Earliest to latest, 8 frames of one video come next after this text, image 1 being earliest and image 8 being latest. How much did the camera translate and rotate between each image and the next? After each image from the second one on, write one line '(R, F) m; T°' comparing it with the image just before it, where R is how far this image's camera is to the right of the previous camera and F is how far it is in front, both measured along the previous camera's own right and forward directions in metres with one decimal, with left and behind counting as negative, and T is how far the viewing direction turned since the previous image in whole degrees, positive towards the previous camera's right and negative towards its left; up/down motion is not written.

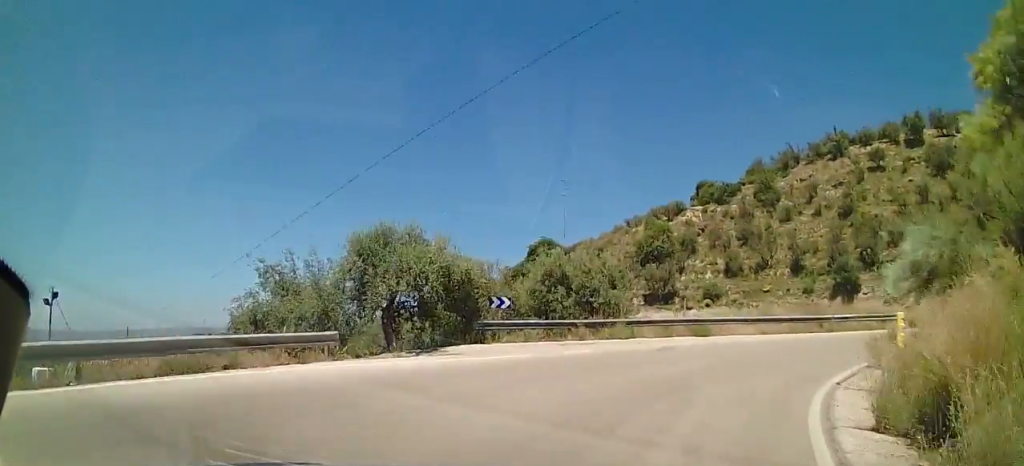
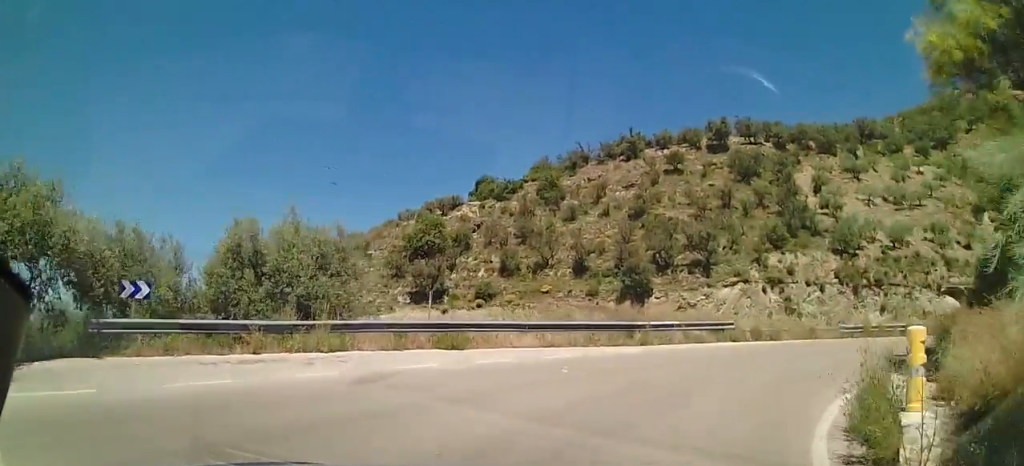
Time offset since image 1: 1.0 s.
(+1.6, +8.6) m; +16°
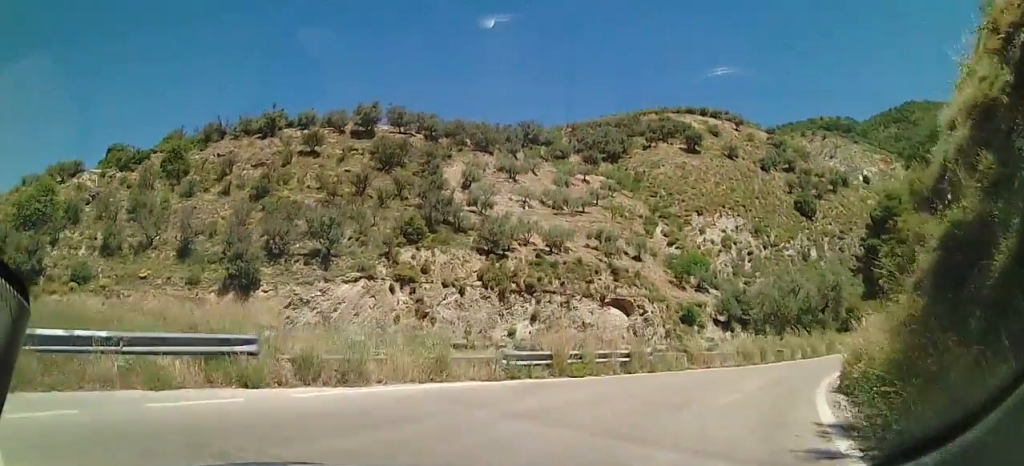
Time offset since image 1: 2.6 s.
(+3.1, +12.7) m; +30°
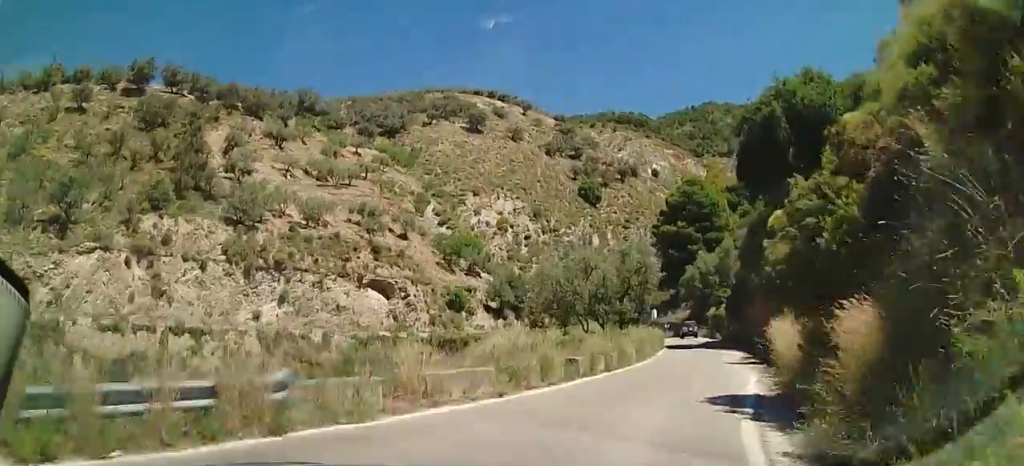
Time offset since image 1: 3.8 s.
(+1.3, +8.8) m; +8°
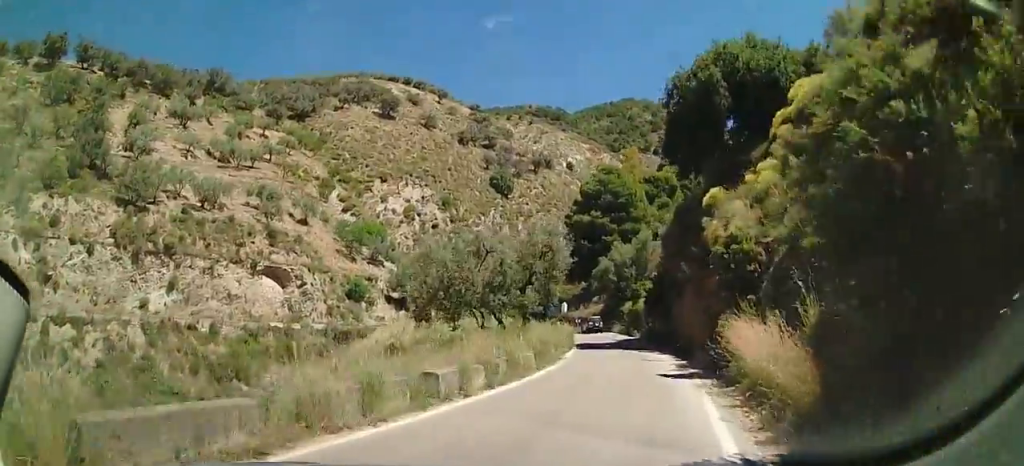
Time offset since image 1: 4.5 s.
(-0.2, +4.5) m; +5°
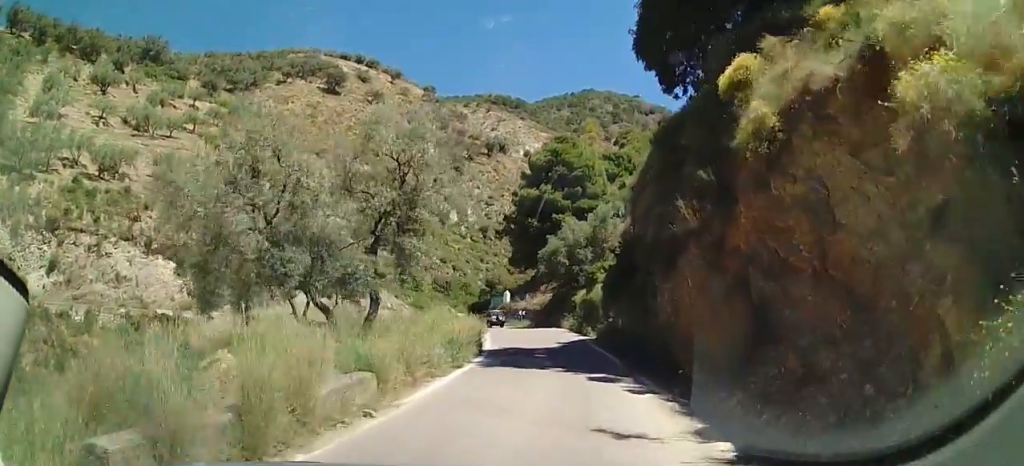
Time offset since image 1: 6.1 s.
(+2.9, +9.8) m; +24°
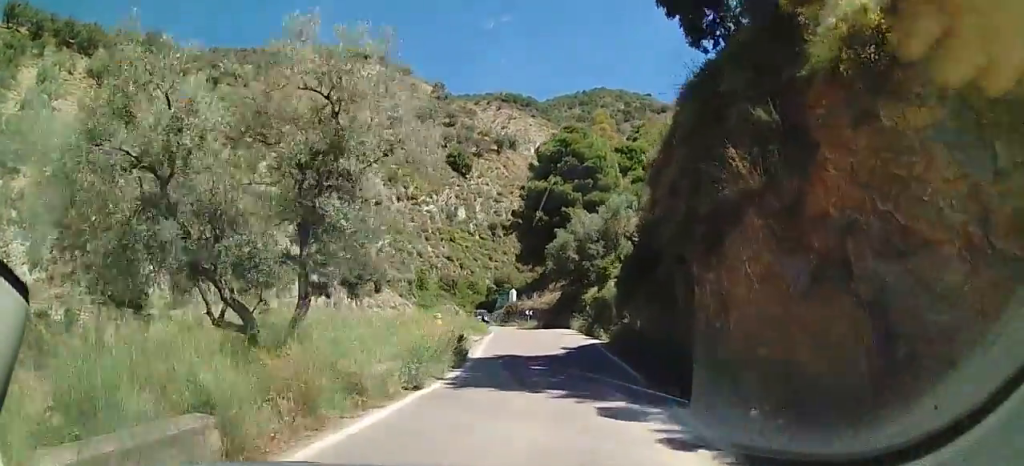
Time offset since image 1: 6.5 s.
(+0.1, +3.2) m; +2°
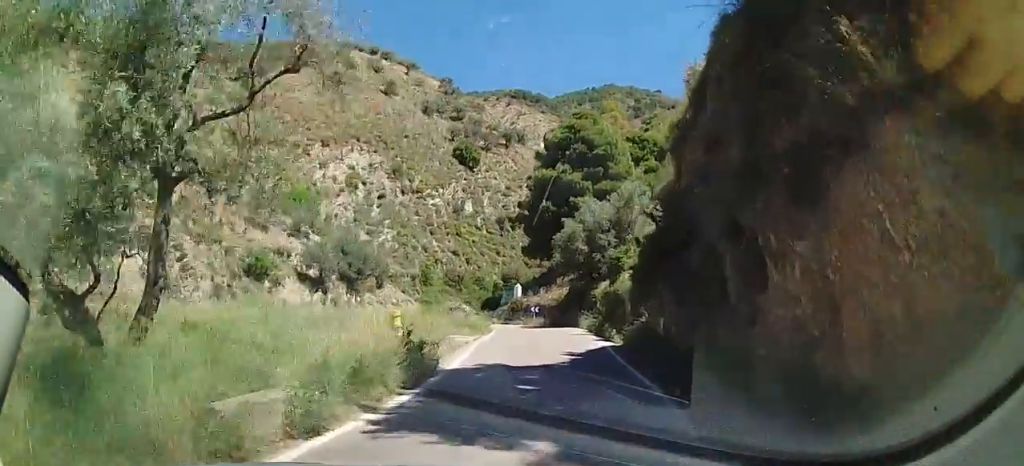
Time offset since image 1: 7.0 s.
(0.0, +3.3) m; 0°
